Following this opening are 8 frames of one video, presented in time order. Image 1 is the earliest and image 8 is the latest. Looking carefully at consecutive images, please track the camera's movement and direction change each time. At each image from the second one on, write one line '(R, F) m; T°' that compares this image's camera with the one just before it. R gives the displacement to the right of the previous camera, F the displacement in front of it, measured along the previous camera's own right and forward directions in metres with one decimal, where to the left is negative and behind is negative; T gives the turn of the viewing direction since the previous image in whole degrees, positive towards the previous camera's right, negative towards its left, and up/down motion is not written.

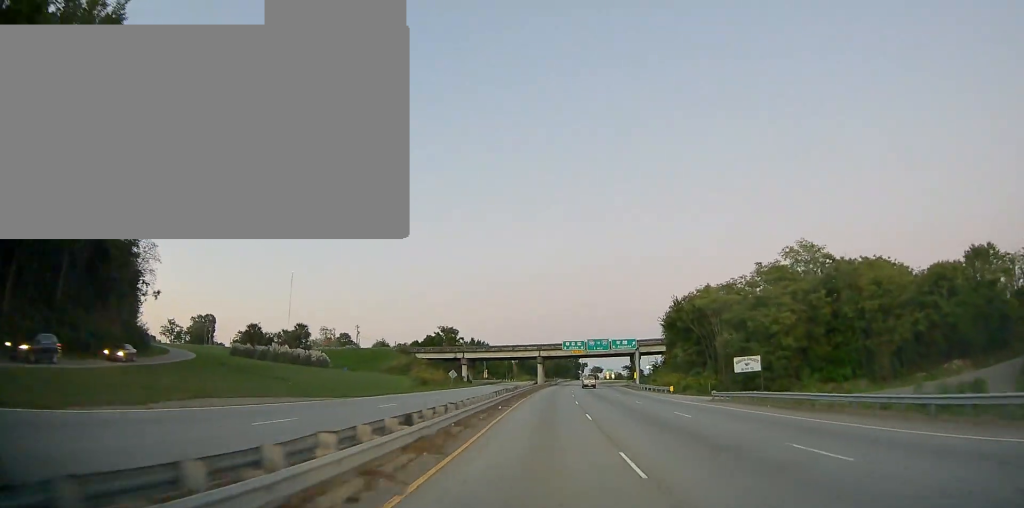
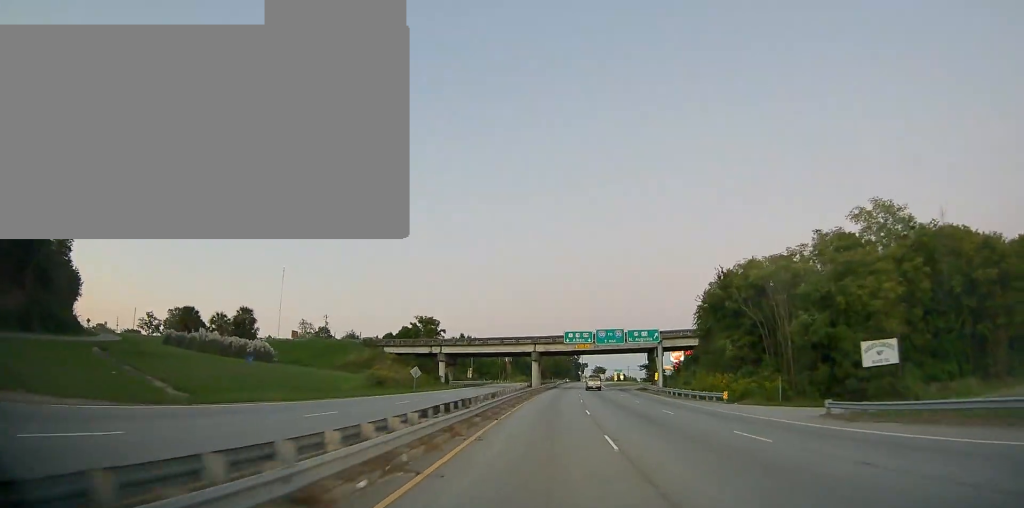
(+0.1, +19.5) m; 0°
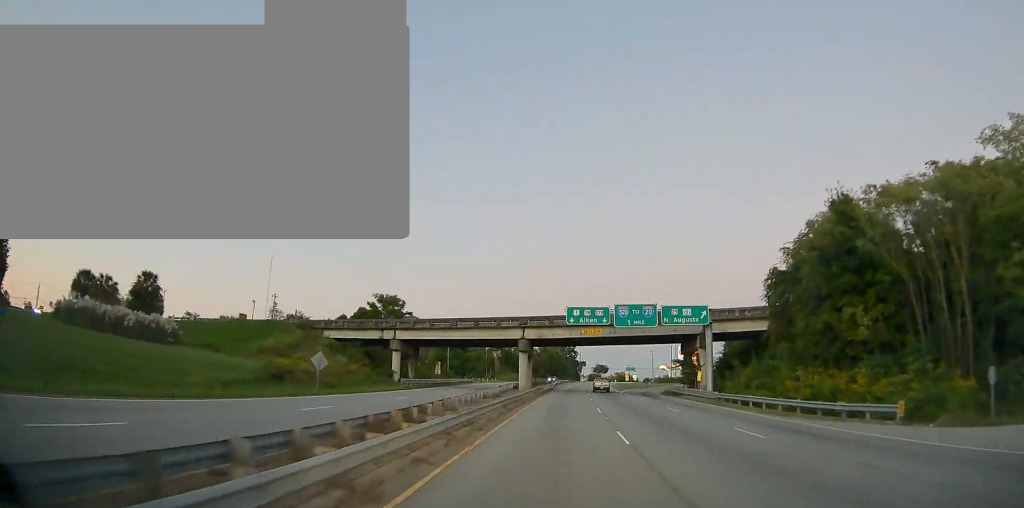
(-0.3, +23.8) m; +1°
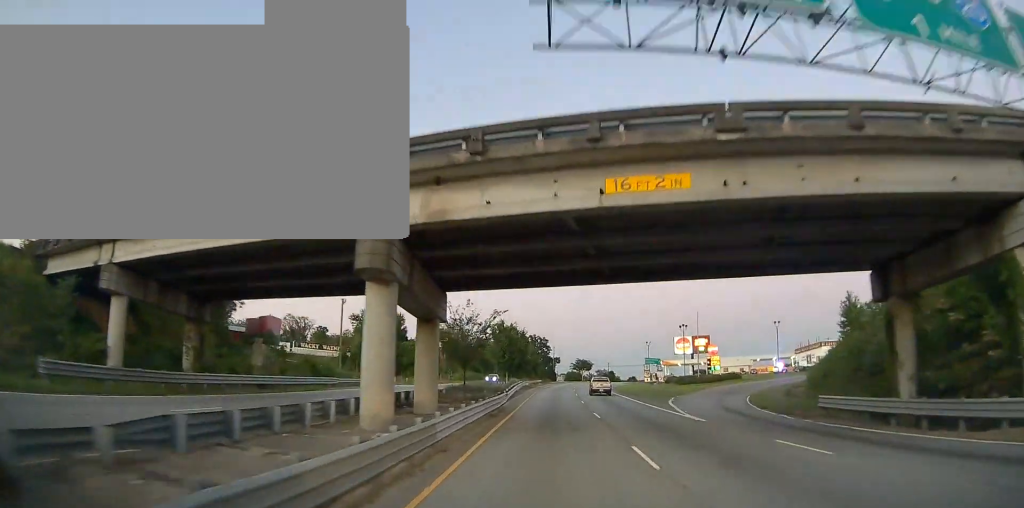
(+1.3, +41.5) m; +3°
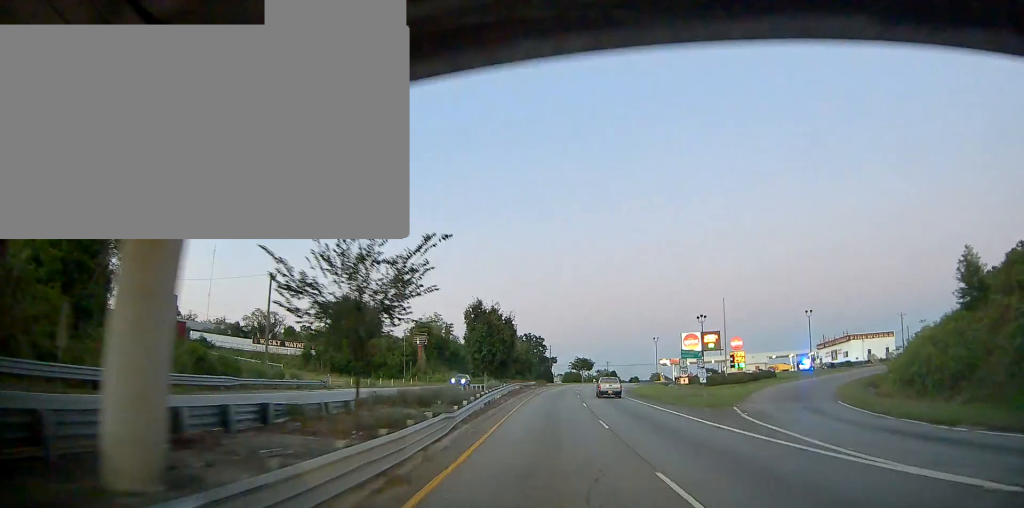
(+0.1, +16.3) m; +1°
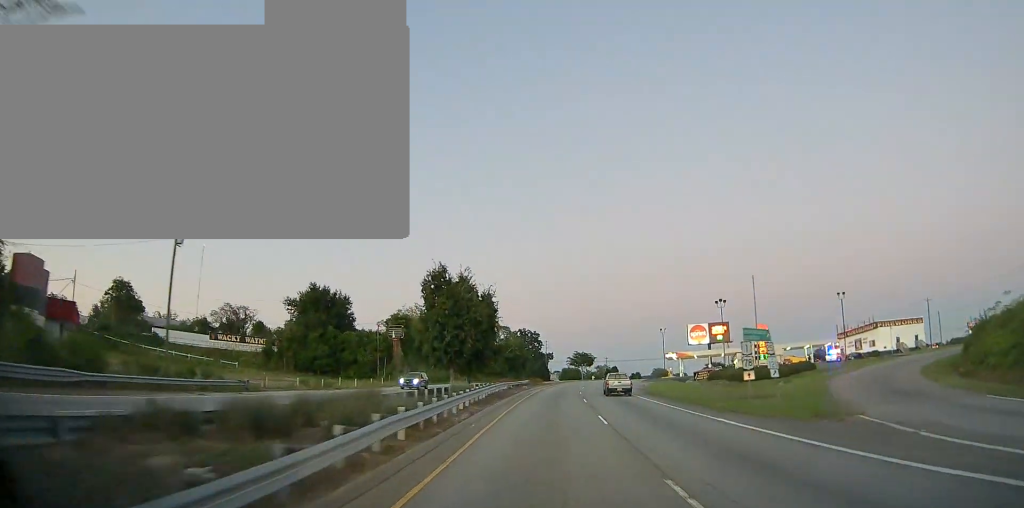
(+0.1, +13.2) m; 0°
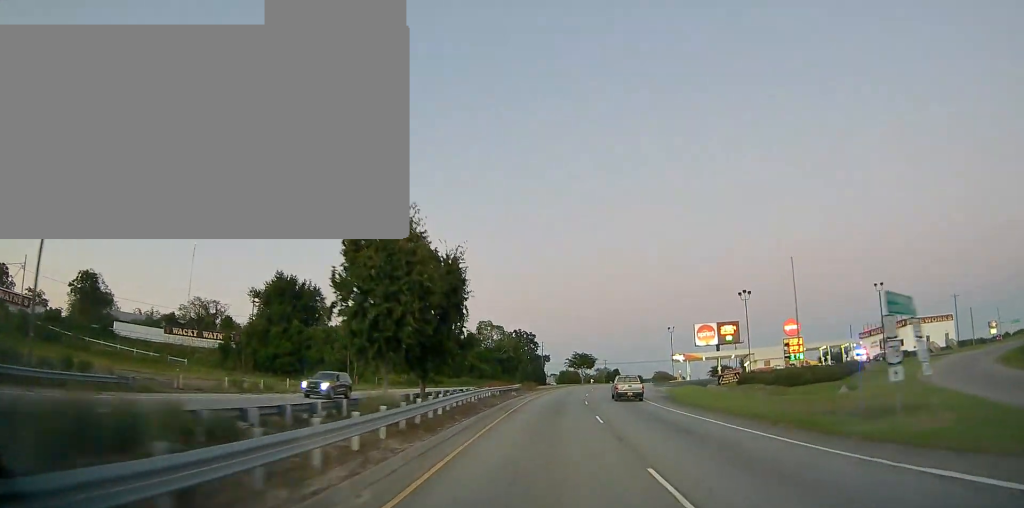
(0.0, +10.6) m; 0°
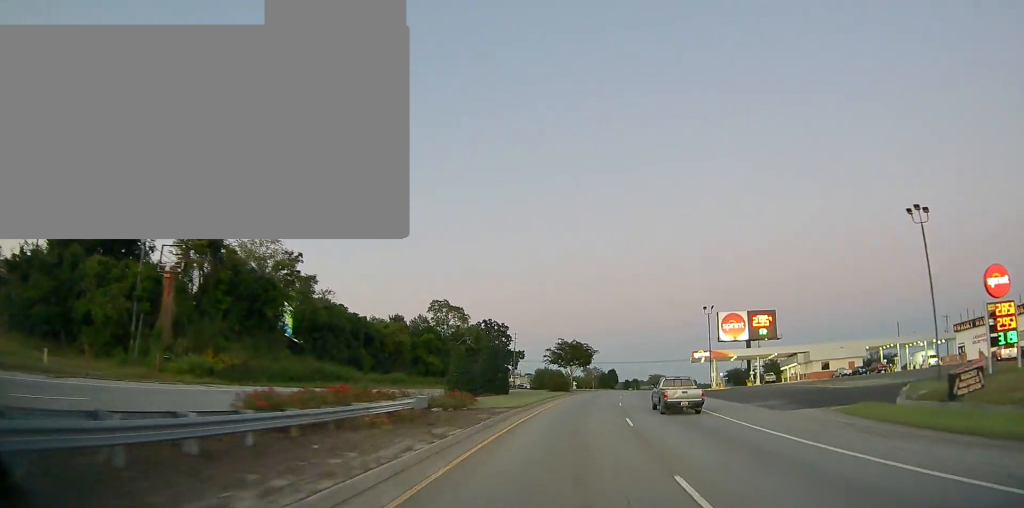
(+0.6, +37.7) m; +3°
